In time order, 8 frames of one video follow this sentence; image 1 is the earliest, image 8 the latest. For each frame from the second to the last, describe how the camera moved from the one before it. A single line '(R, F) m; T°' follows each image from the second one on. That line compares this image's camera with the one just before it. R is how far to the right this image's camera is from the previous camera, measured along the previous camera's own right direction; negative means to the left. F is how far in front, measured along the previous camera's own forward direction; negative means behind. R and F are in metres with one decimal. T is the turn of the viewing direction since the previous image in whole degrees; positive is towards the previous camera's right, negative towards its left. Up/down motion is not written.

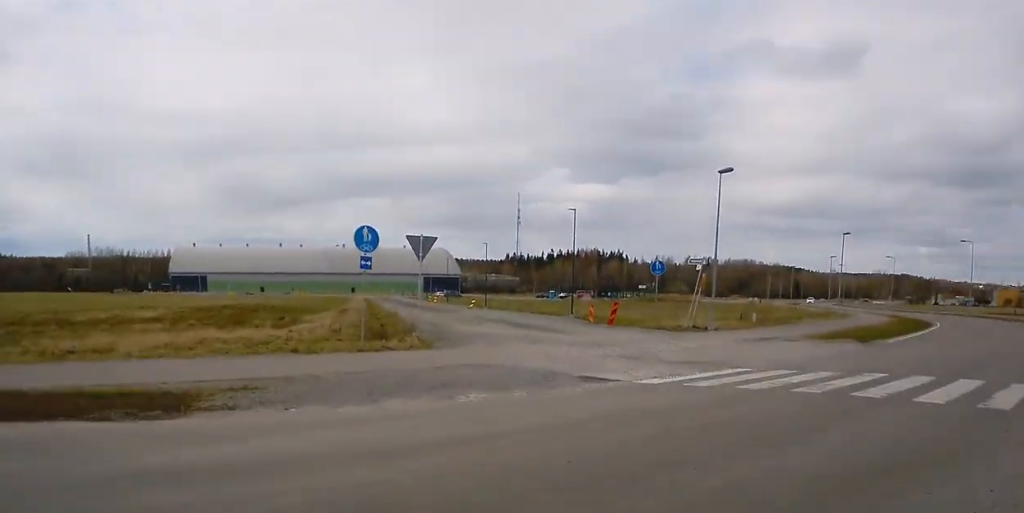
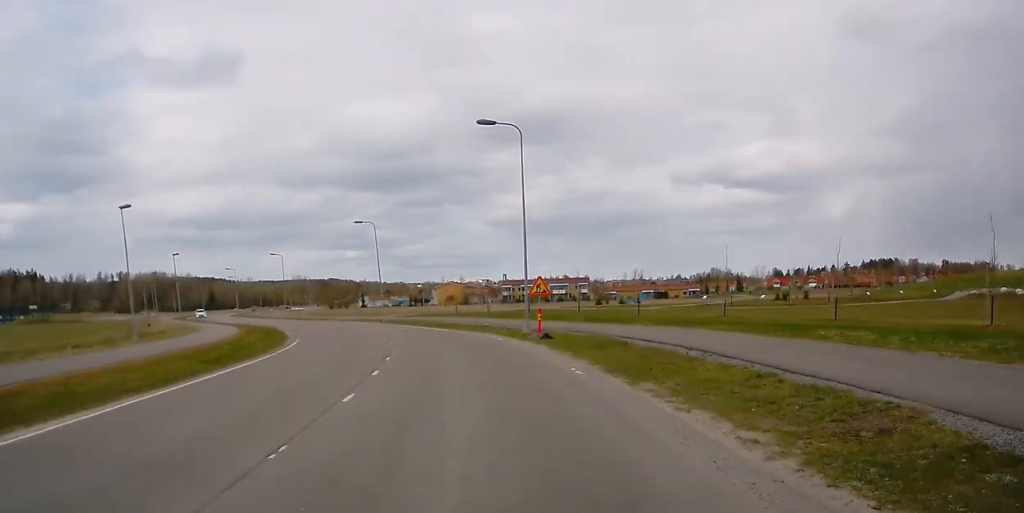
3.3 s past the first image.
(+12.0, +25.7) m; +26°
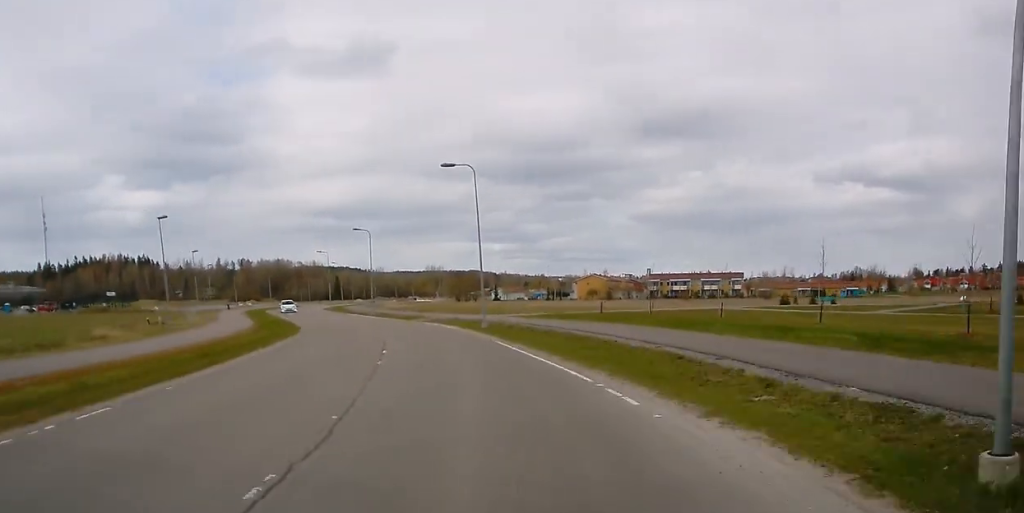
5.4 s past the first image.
(-2.1, +25.9) m; -9°
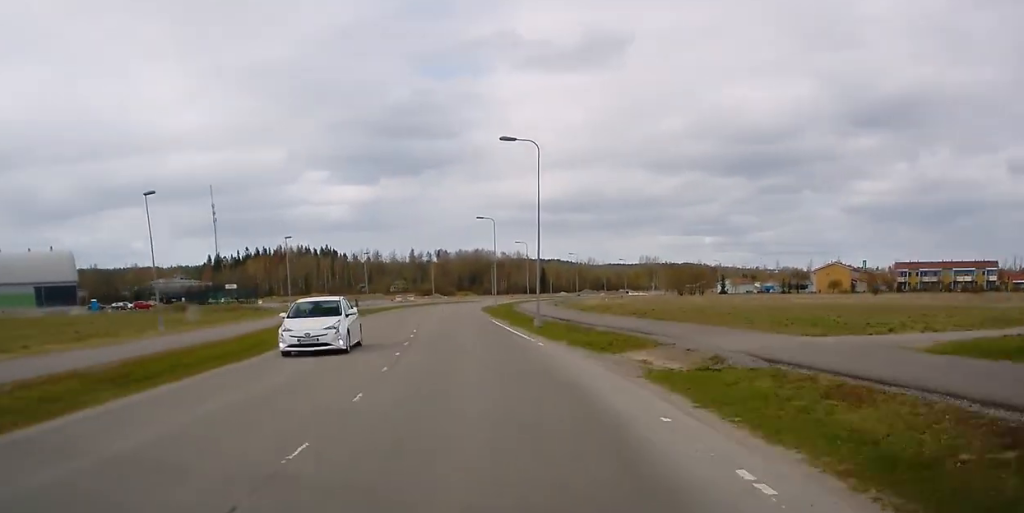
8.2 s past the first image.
(-4.7, +41.7) m; -11°
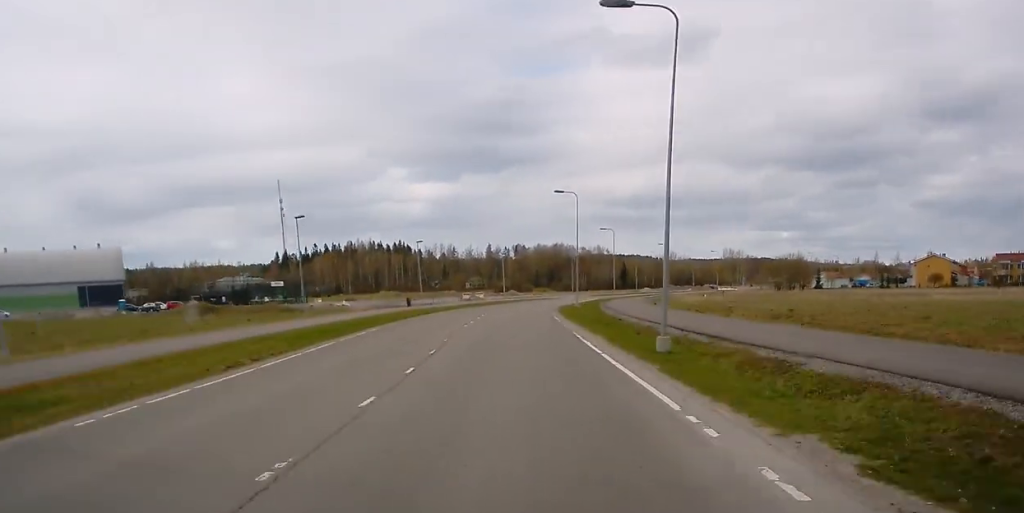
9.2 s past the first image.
(-0.3, +16.0) m; -3°
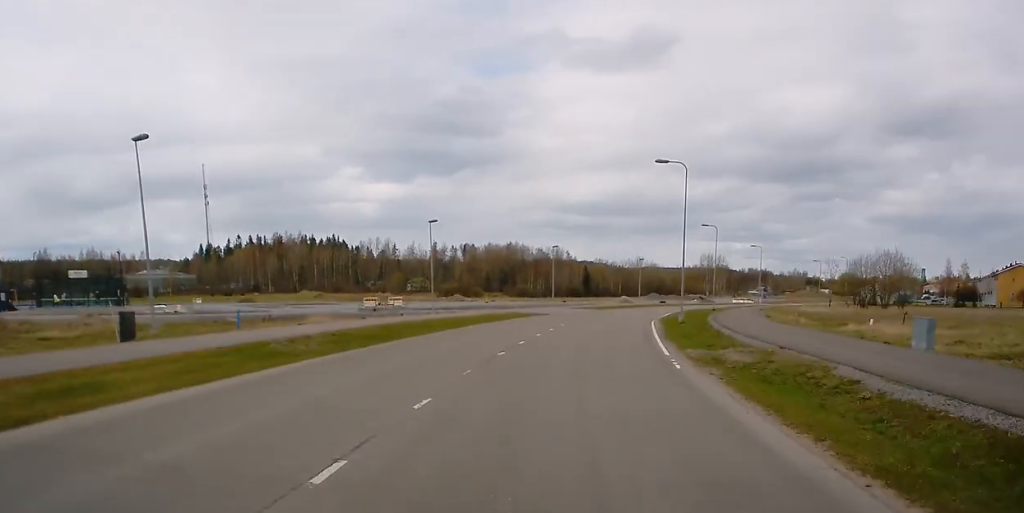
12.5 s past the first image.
(-1.2, +55.9) m; +3°
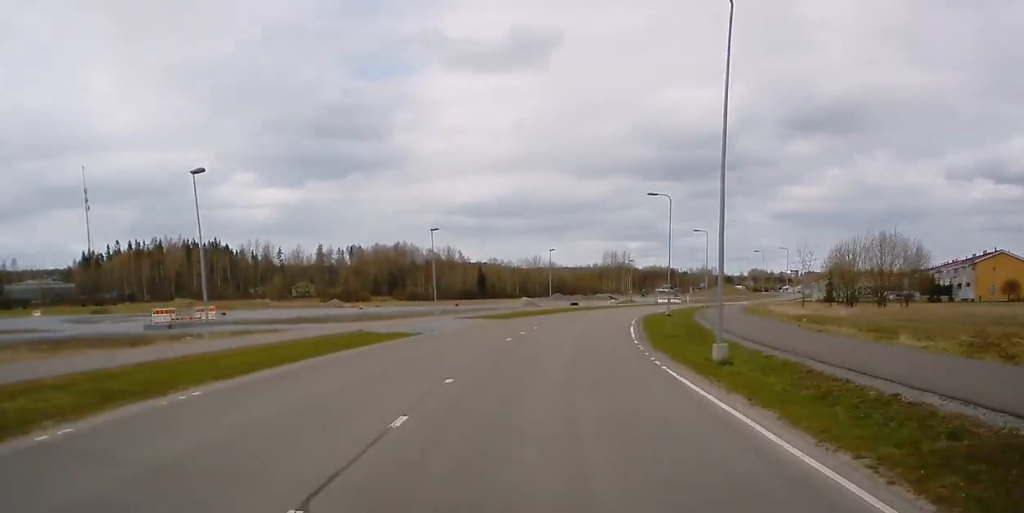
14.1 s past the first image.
(+1.1, +25.9) m; +6°
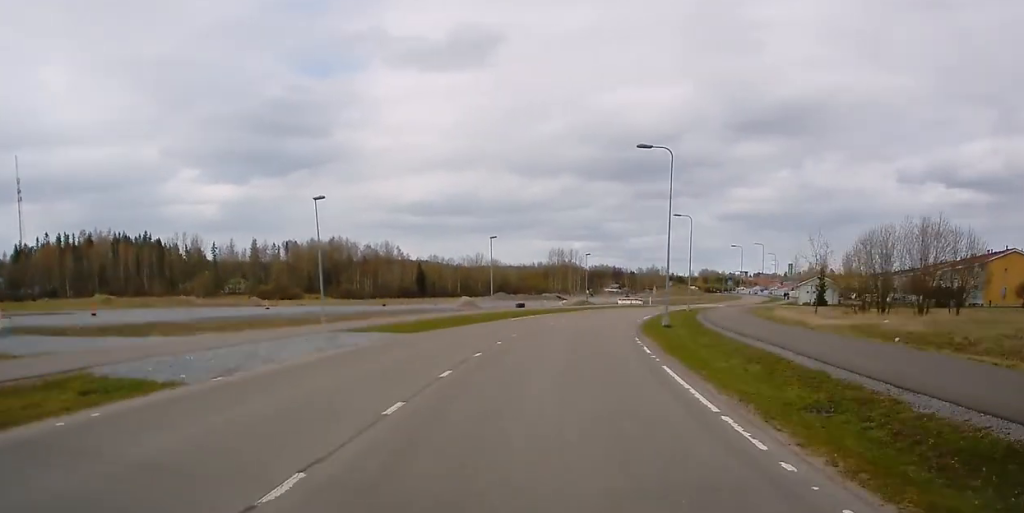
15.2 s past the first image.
(+0.4, +19.2) m; +5°
